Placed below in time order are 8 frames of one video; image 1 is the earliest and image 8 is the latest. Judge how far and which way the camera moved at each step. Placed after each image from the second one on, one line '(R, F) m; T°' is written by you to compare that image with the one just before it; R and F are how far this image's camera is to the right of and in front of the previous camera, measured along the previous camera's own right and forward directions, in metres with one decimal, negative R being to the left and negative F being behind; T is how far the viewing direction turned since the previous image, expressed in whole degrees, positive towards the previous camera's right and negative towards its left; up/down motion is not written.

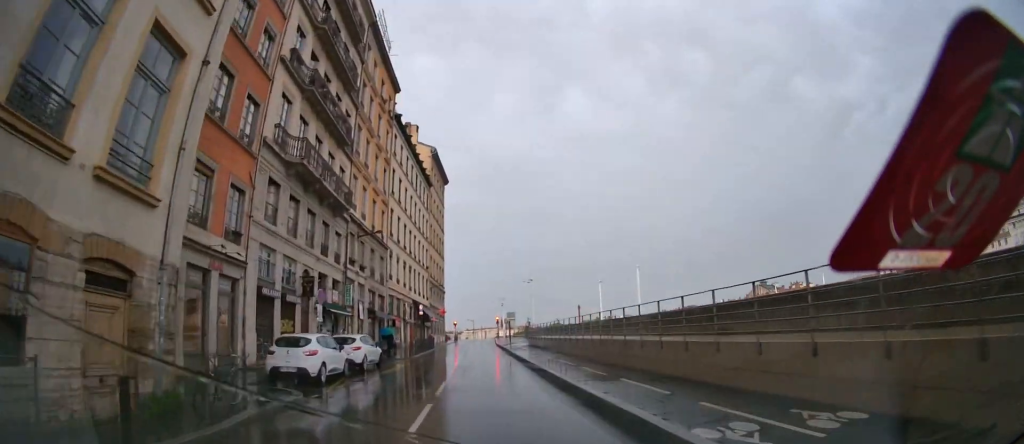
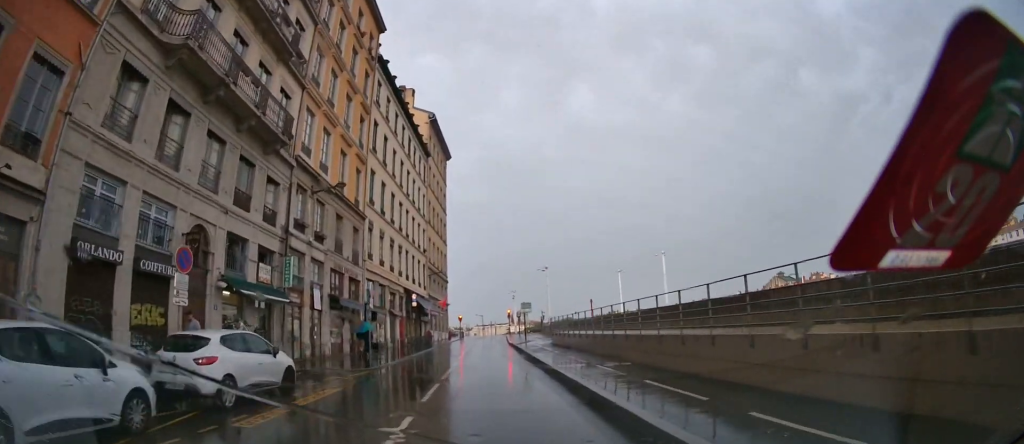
(-0.1, +9.9) m; 0°
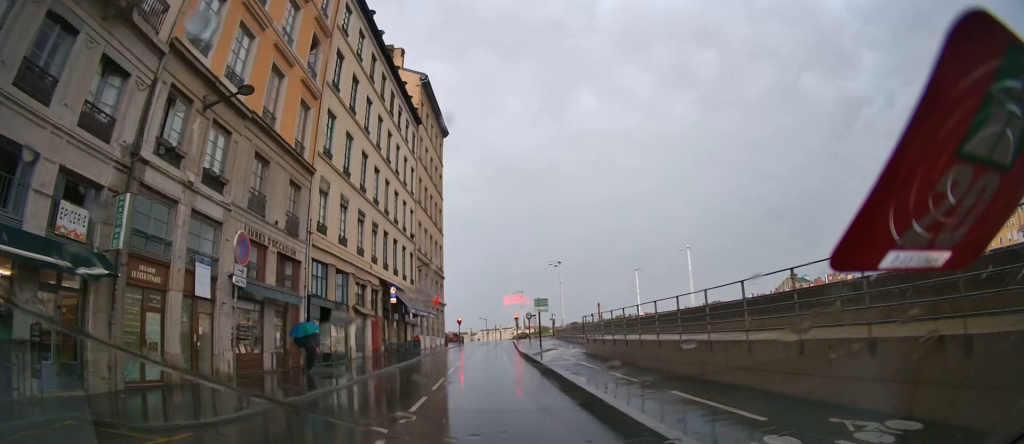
(0.0, +10.6) m; 0°
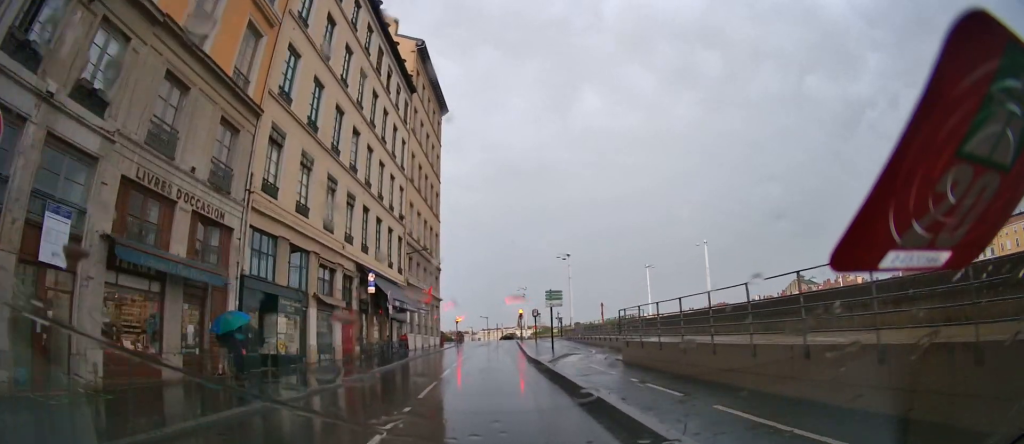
(0.0, +6.6) m; 0°
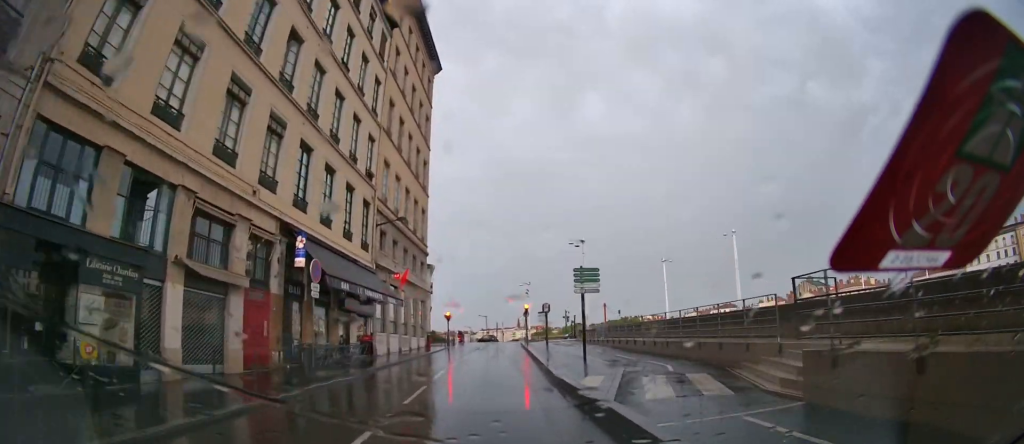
(-0.1, +9.9) m; -1°
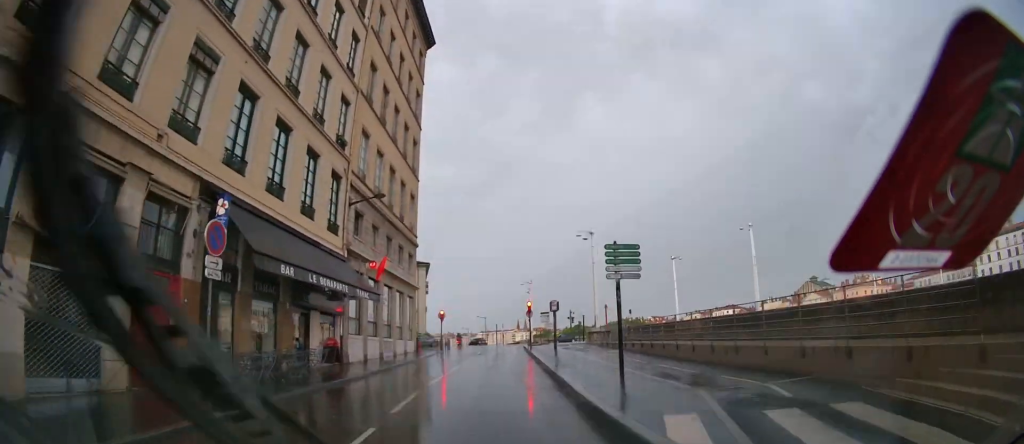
(0.0, +5.0) m; 0°
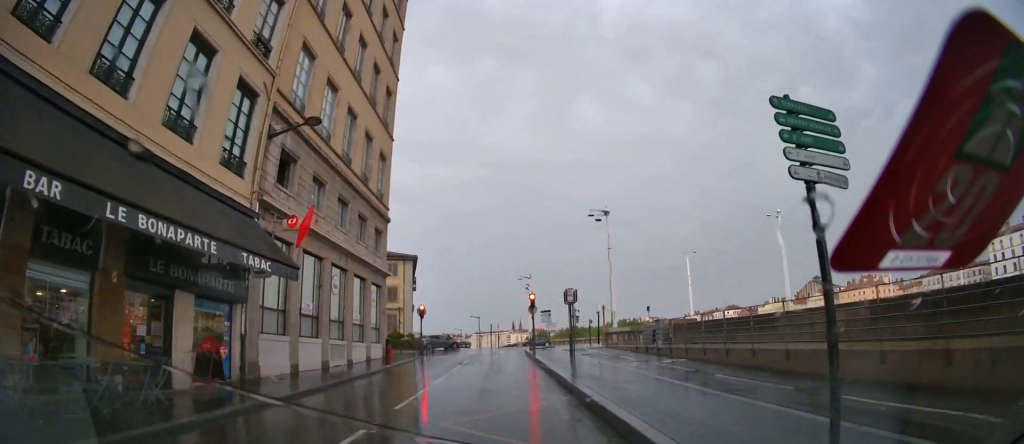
(0.0, +8.3) m; -4°
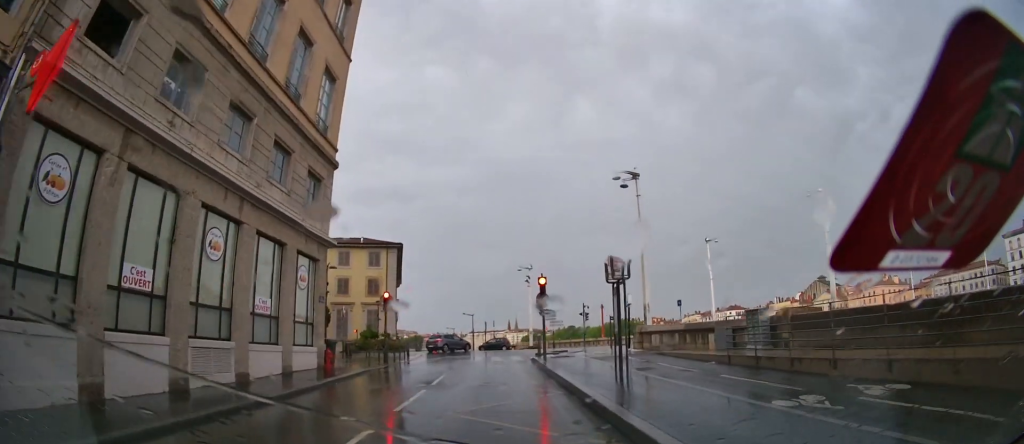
(-0.5, +8.9) m; 0°
